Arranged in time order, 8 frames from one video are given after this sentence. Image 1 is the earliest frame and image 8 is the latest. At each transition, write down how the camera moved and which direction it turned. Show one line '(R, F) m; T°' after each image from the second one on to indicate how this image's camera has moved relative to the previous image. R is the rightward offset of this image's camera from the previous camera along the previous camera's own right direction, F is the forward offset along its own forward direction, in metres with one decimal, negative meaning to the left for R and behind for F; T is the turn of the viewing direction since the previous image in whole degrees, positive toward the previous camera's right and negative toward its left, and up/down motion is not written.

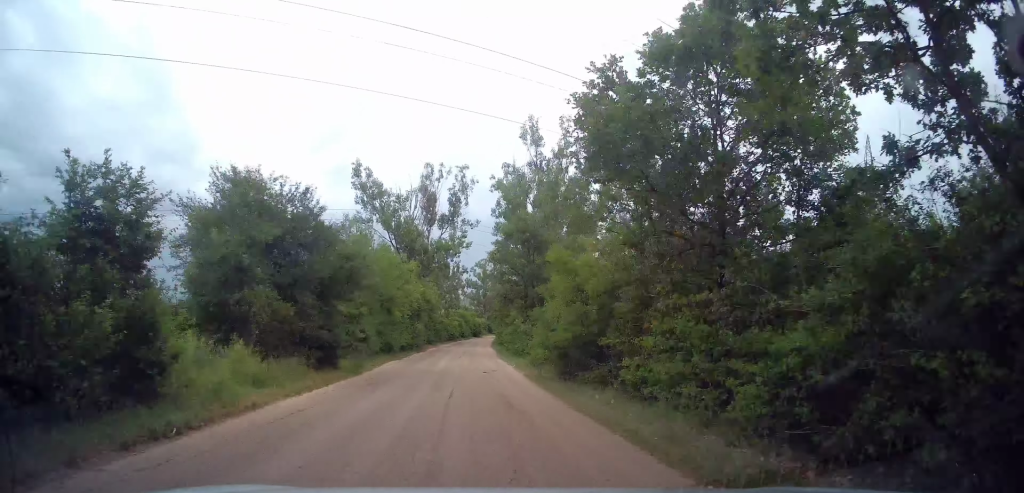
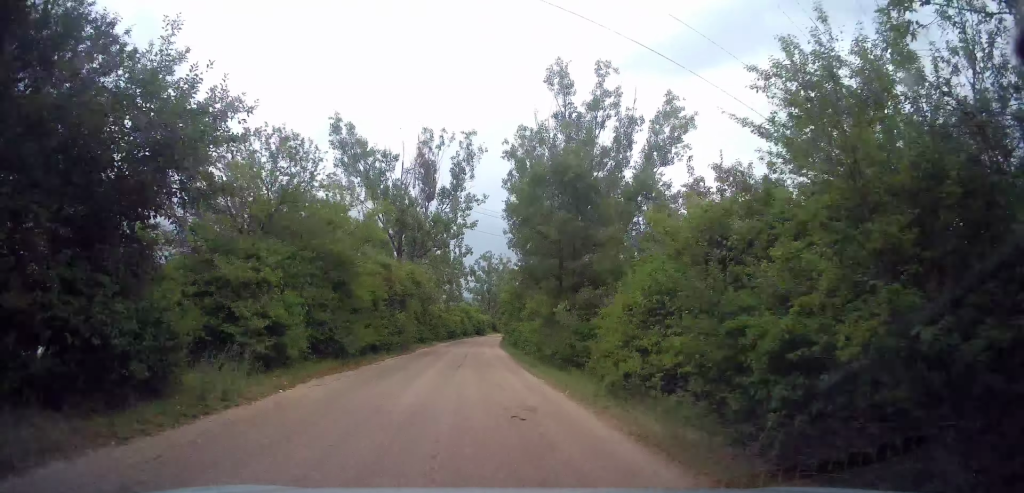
(0.0, +8.0) m; 0°
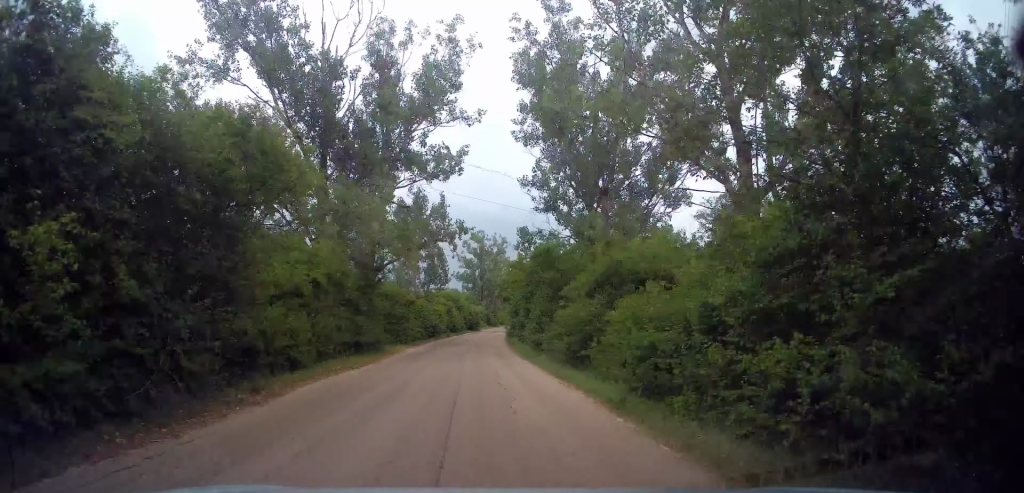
(-0.1, +17.9) m; +1°
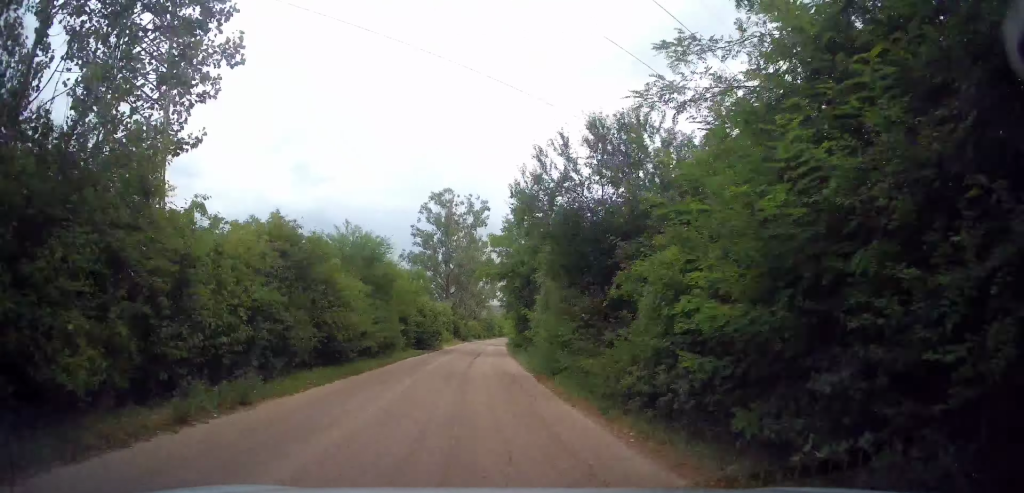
(+2.3, +45.4) m; +4°
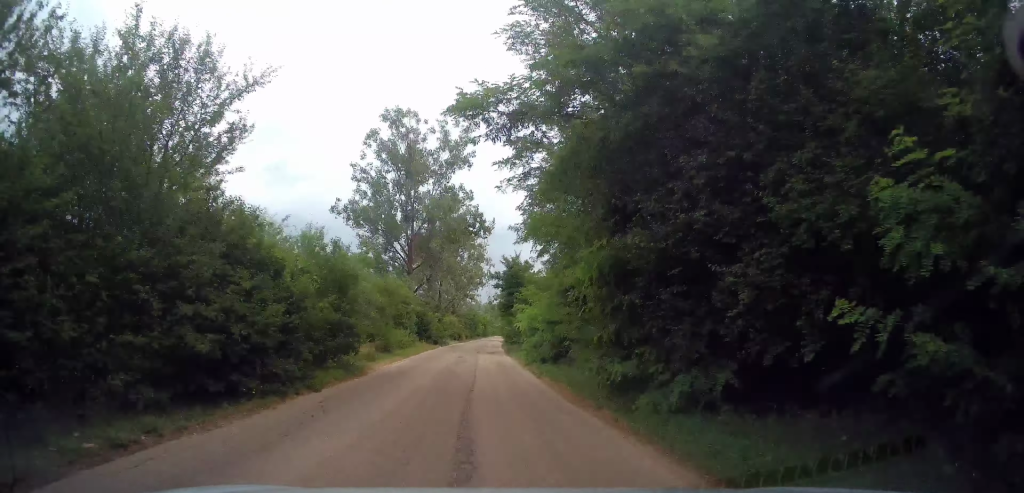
(0.0, +31.9) m; +1°
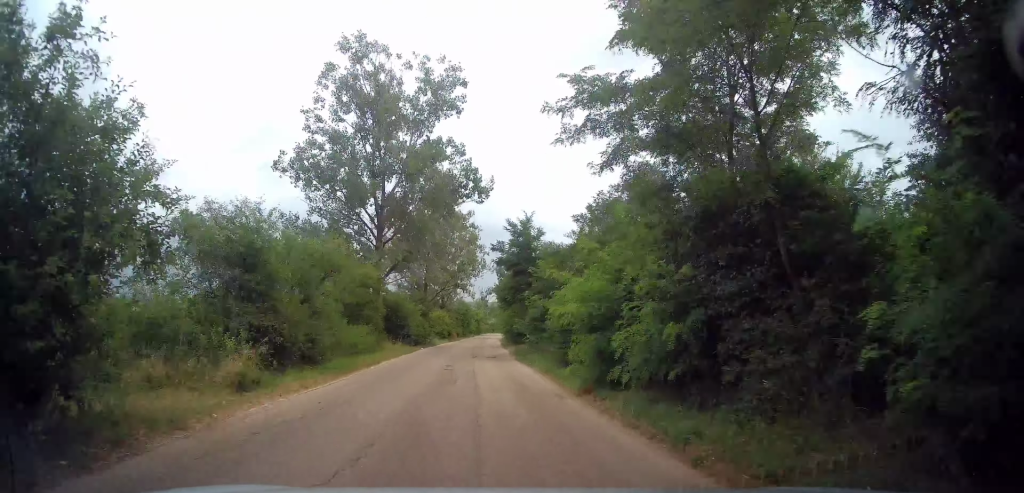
(+0.2, +13.3) m; +1°
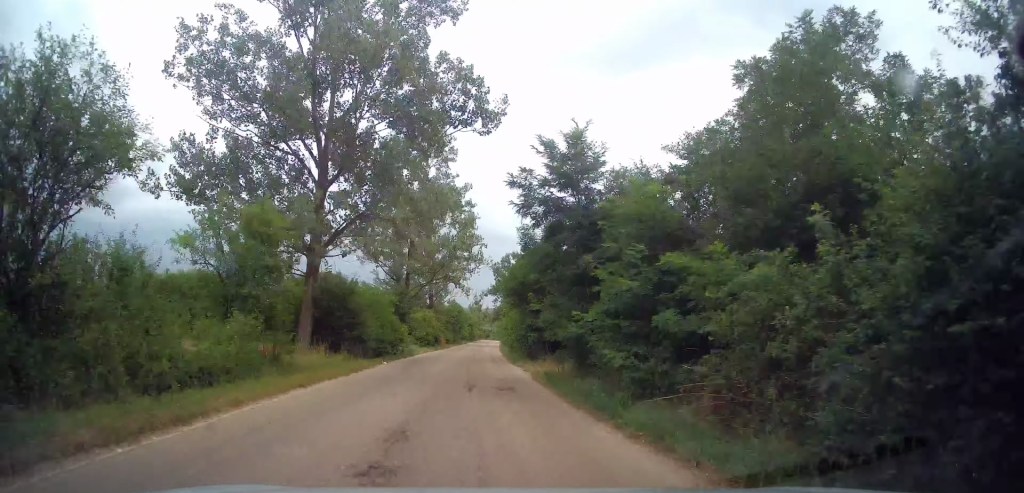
(+0.3, +14.4) m; +1°
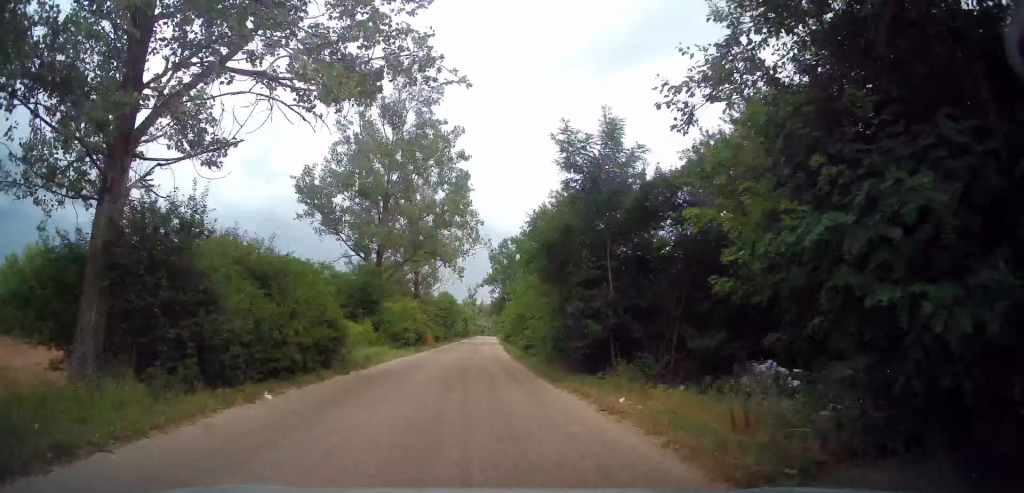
(+0.1, +12.9) m; +1°
